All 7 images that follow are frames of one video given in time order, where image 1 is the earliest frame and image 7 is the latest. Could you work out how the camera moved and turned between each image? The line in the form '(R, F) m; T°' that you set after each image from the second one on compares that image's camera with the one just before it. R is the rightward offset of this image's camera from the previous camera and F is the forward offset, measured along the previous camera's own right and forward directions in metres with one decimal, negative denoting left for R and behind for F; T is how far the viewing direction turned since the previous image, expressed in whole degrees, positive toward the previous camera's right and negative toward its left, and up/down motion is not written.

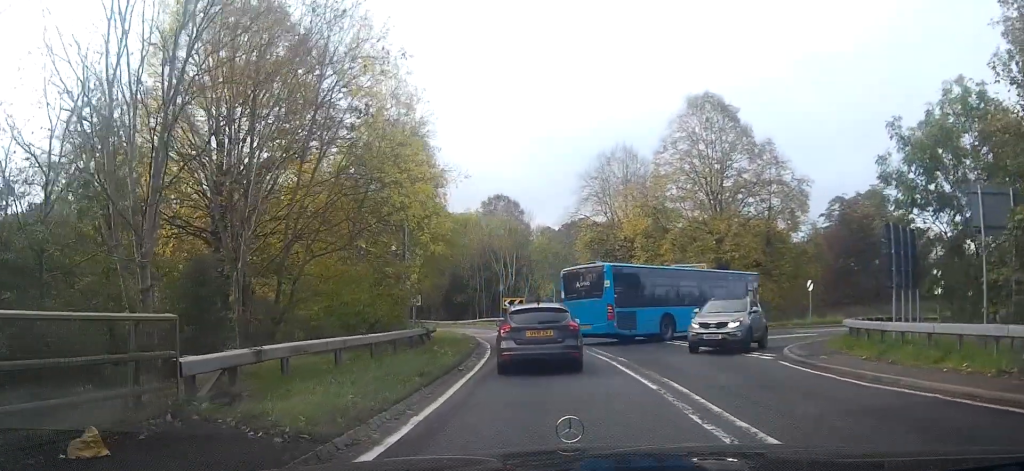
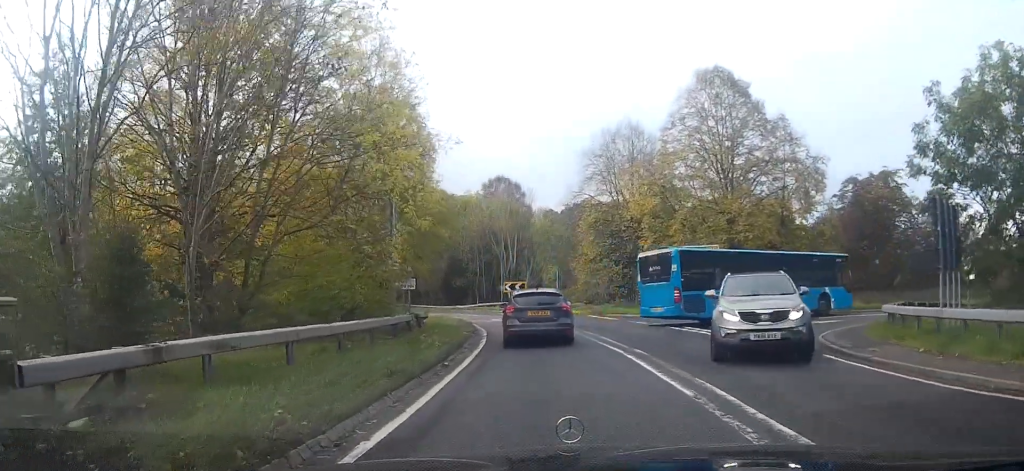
(+0.2, +1.5) m; 0°
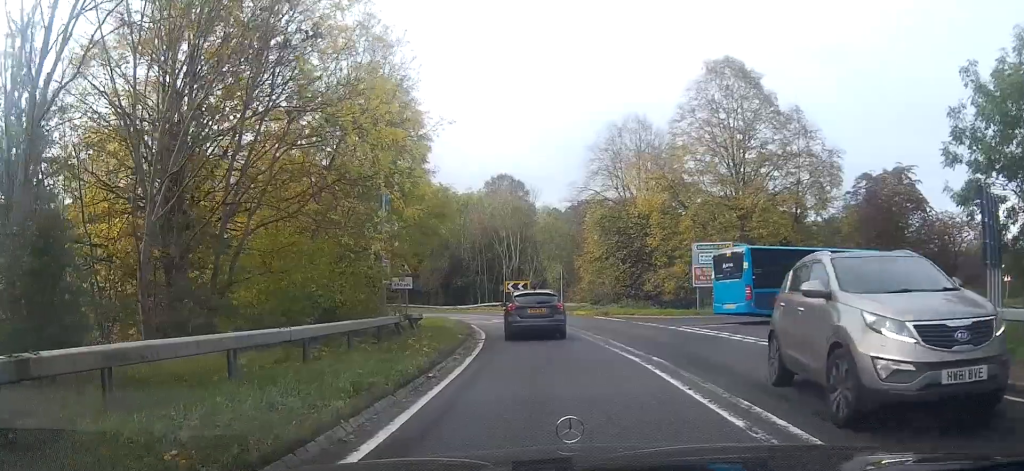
(-0.1, +1.4) m; -5°
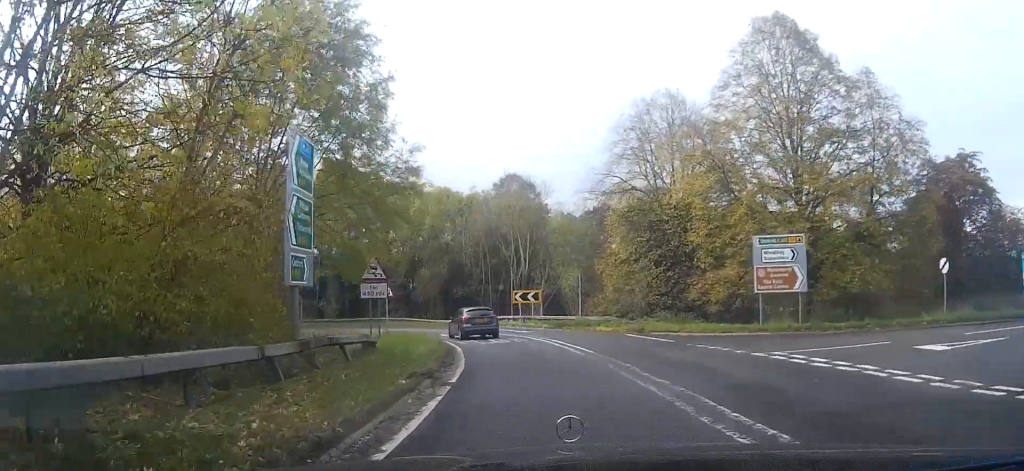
(-0.6, +7.4) m; -4°
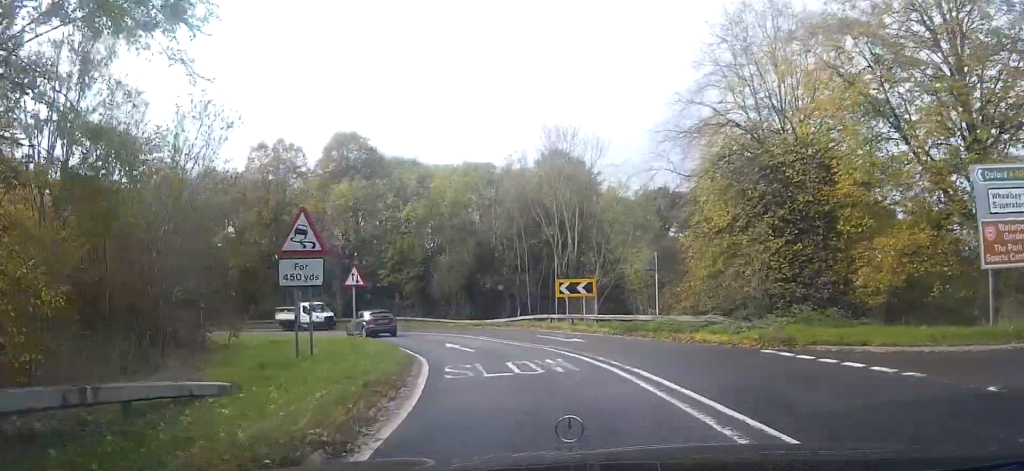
(-0.7, +11.8) m; -6°
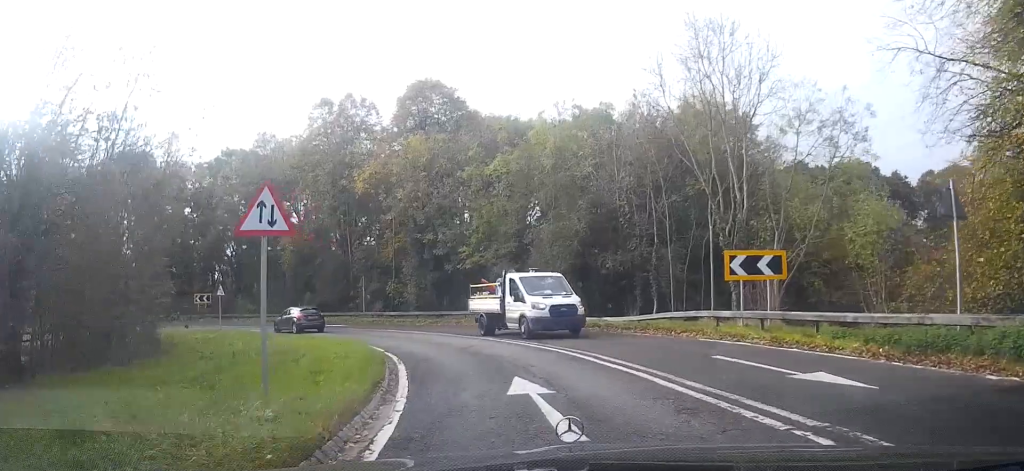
(0.0, +13.5) m; -6°
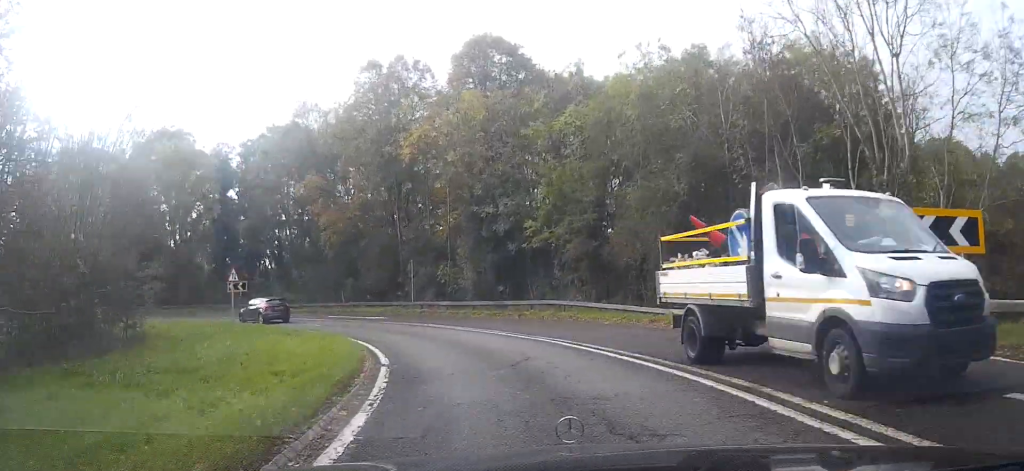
(-0.5, +7.2) m; -8°
